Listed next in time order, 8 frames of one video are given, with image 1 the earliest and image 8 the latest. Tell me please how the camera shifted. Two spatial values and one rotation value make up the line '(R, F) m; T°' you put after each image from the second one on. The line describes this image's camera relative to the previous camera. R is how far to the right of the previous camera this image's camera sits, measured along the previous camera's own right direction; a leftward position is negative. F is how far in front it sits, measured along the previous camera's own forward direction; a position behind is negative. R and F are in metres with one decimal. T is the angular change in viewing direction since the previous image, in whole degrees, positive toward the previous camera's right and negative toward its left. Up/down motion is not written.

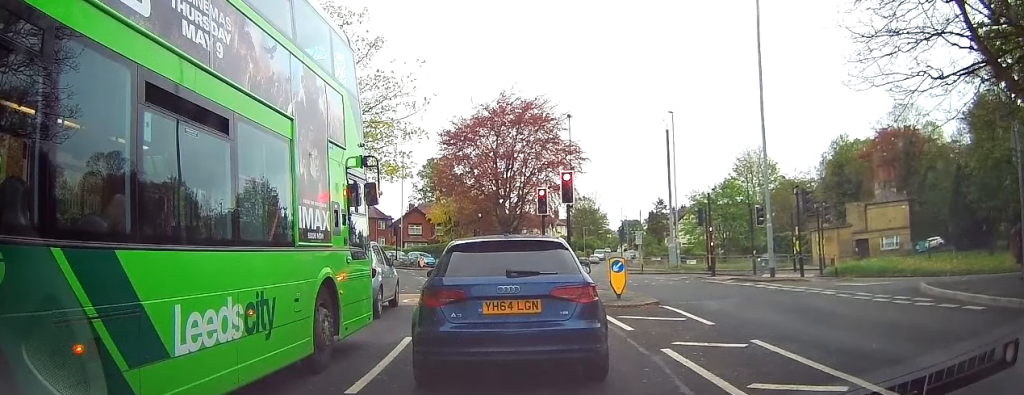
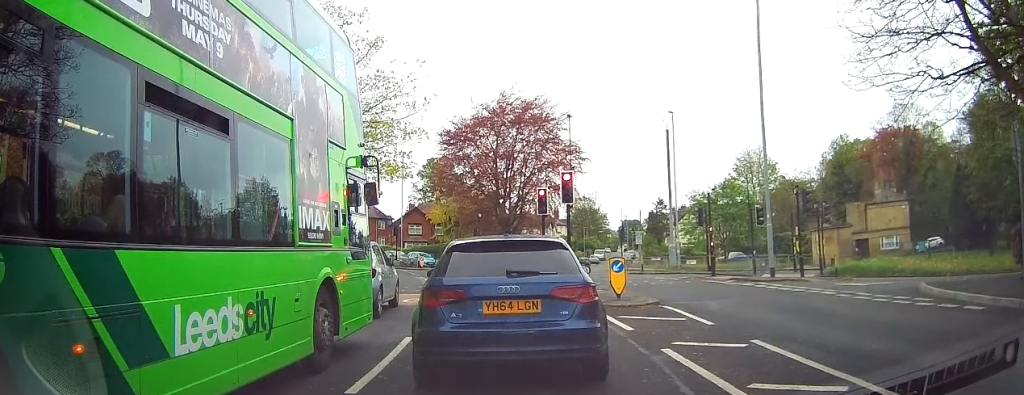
(0.0, 0.0) m; 0°
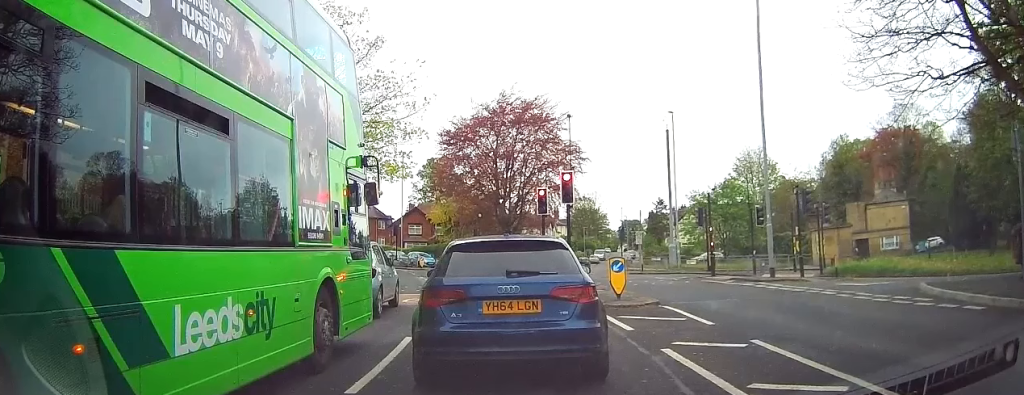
(0.0, 0.0) m; 0°
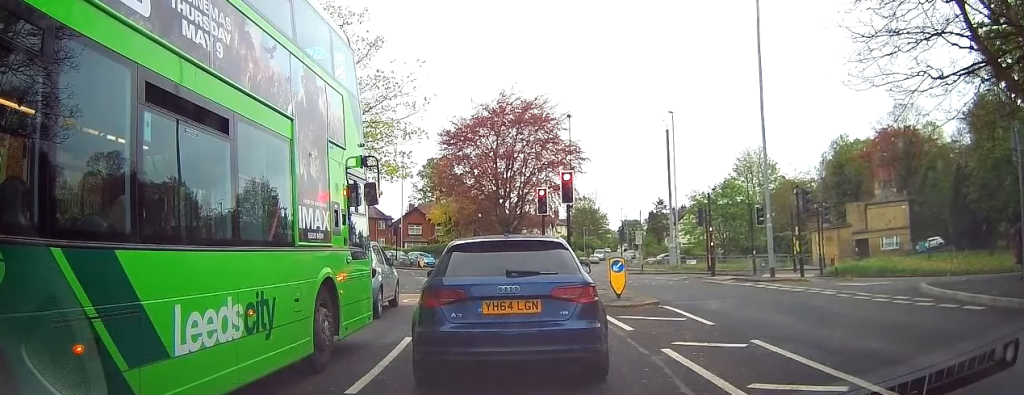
(0.0, 0.0) m; 0°
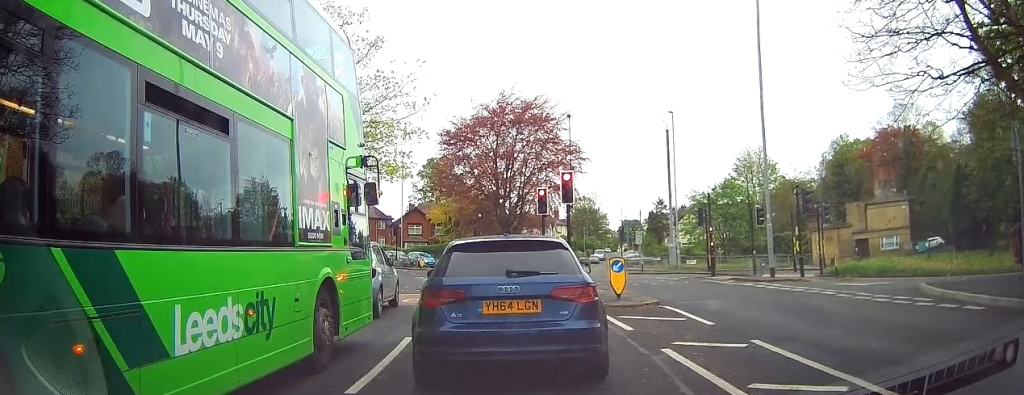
(0.0, 0.0) m; 0°
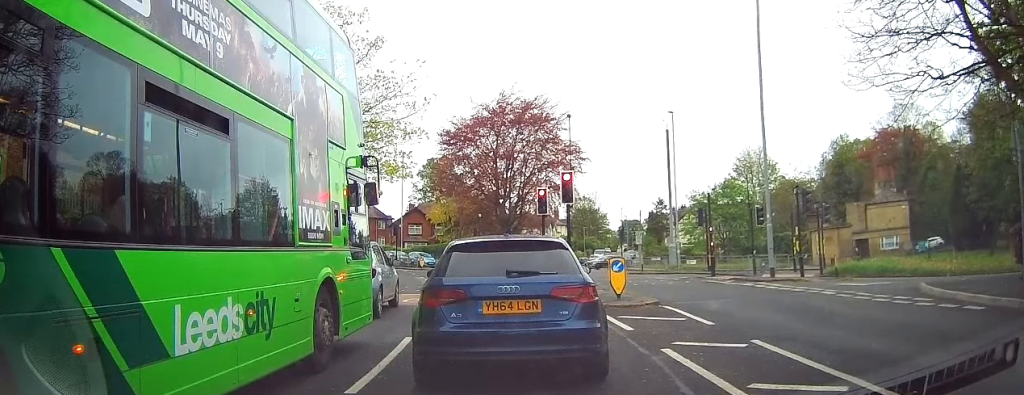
(0.0, 0.0) m; 0°
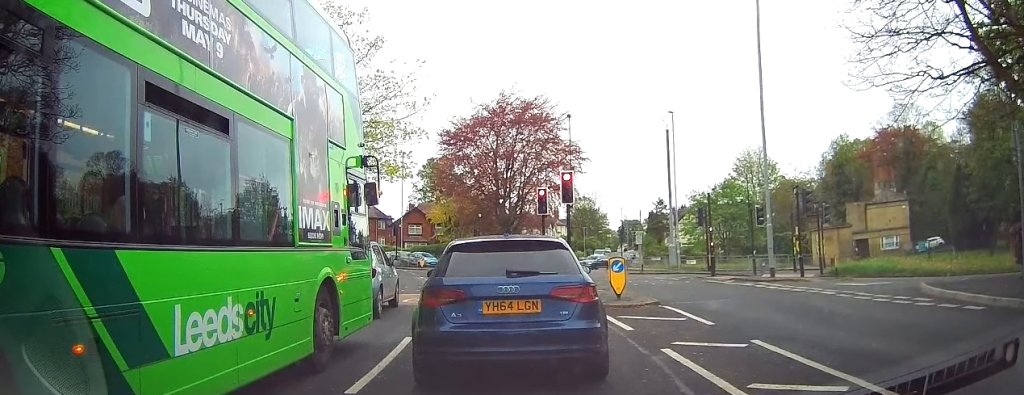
(0.0, 0.0) m; 0°
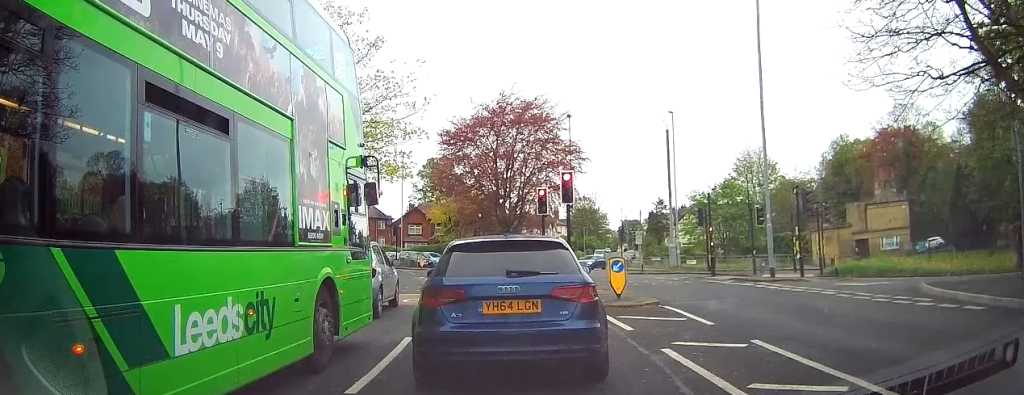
(0.0, 0.0) m; 0°
